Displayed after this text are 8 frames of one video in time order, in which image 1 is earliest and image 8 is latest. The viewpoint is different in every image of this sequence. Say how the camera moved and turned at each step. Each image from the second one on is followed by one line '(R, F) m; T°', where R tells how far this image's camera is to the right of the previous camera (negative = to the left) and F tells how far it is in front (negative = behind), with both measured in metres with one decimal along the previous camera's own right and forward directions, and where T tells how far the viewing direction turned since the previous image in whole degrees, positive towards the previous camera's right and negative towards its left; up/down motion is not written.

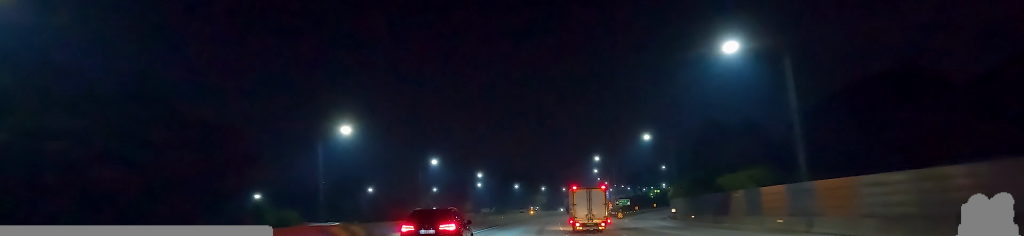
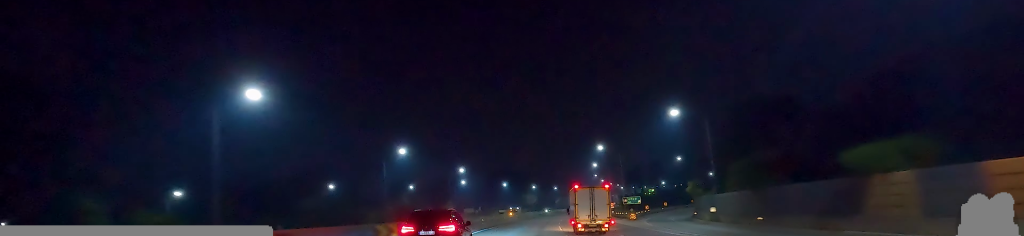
(-0.7, +19.9) m; +1°
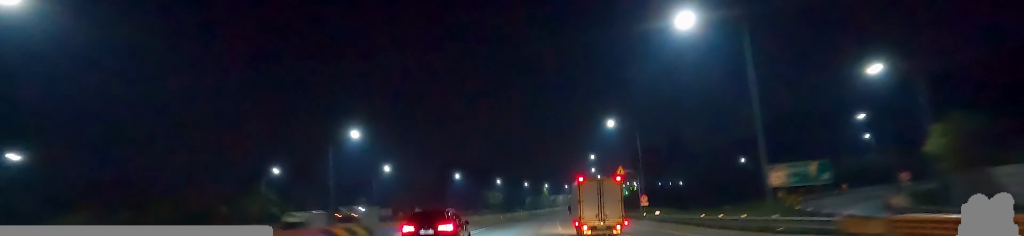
(+2.7, +63.8) m; +3°
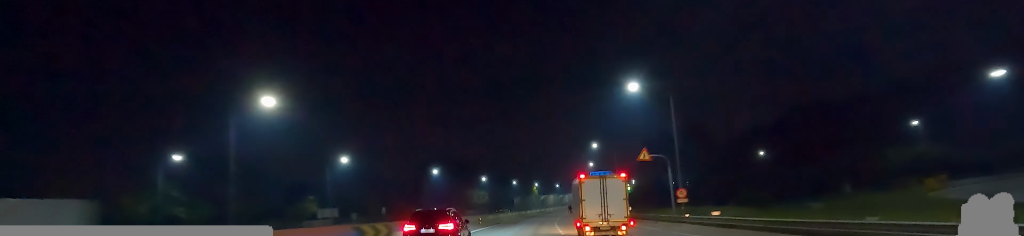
(+0.1, +20.7) m; +1°
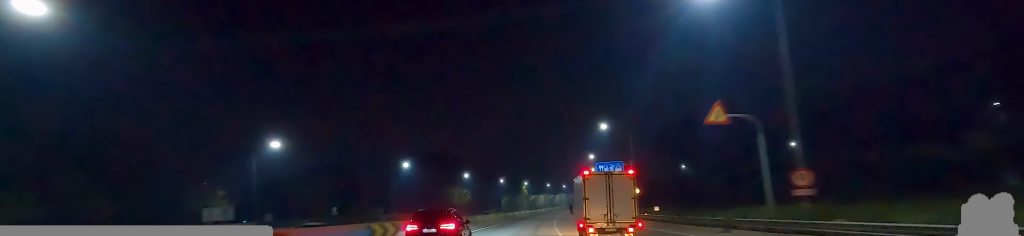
(-0.1, +22.5) m; +2°
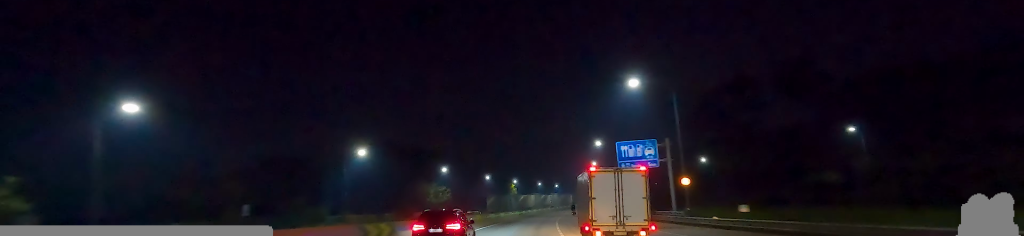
(+1.1, +25.1) m; 0°
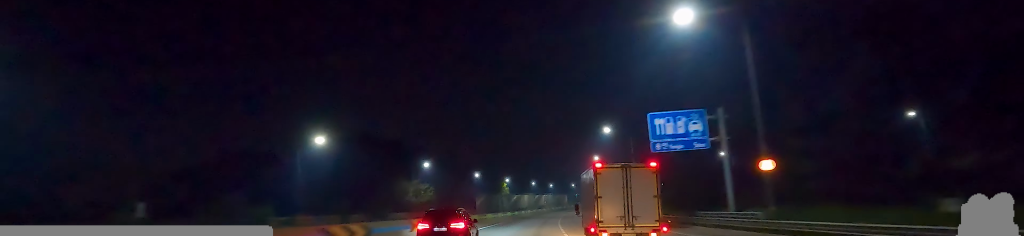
(-0.6, +16.3) m; 0°
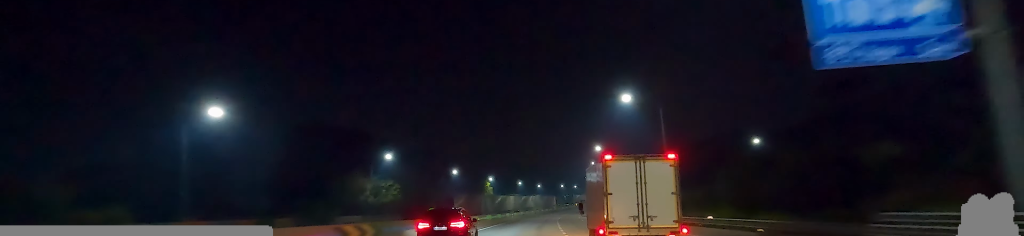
(0.0, +22.8) m; +2°
